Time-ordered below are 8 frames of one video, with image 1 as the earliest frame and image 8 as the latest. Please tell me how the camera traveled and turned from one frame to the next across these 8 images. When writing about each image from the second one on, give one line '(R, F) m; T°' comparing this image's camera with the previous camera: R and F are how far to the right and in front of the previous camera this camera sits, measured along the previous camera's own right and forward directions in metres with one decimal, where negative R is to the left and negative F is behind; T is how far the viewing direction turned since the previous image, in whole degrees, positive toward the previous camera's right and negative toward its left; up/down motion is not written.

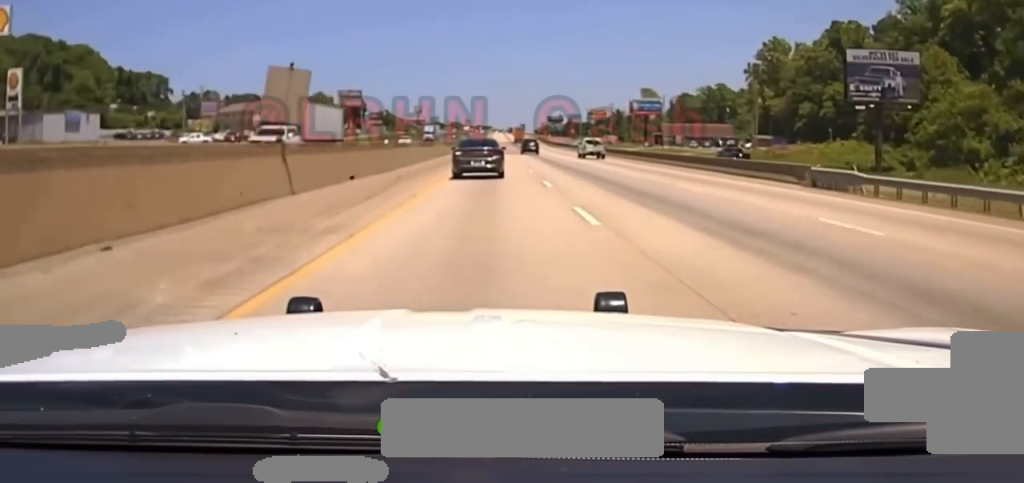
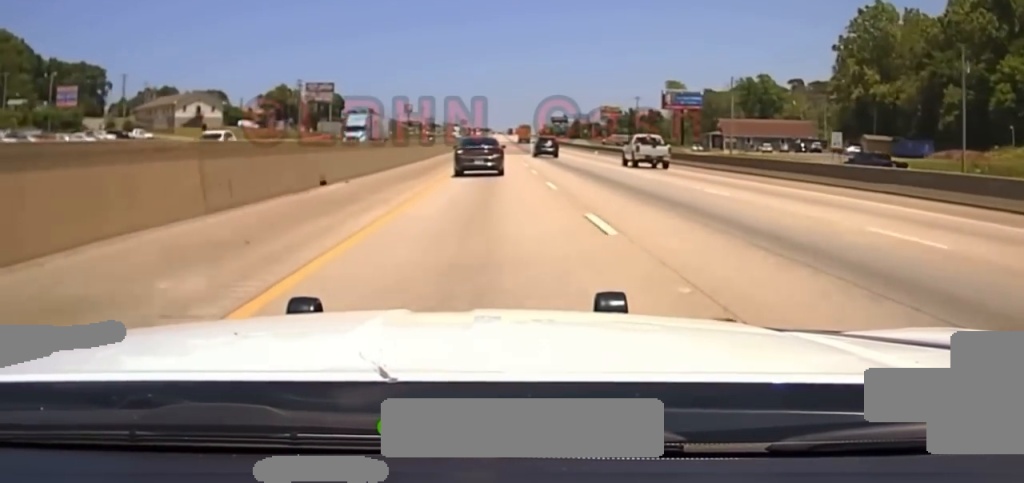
(-0.1, +57.1) m; 0°
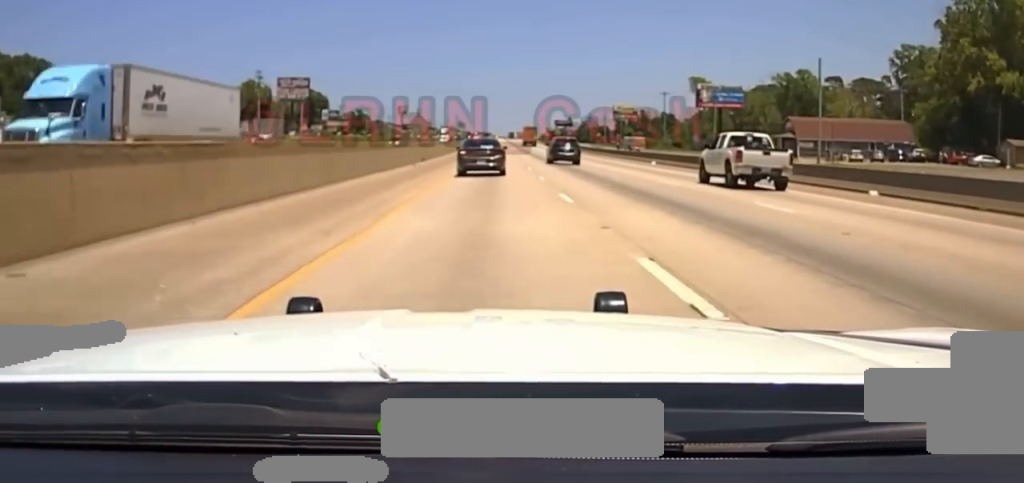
(0.0, +40.6) m; 0°
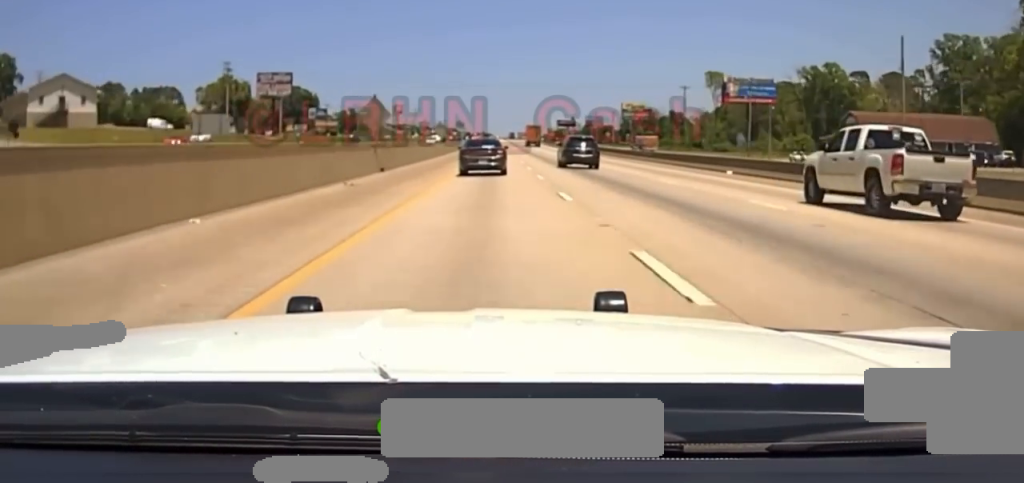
(0.0, +23.3) m; 0°
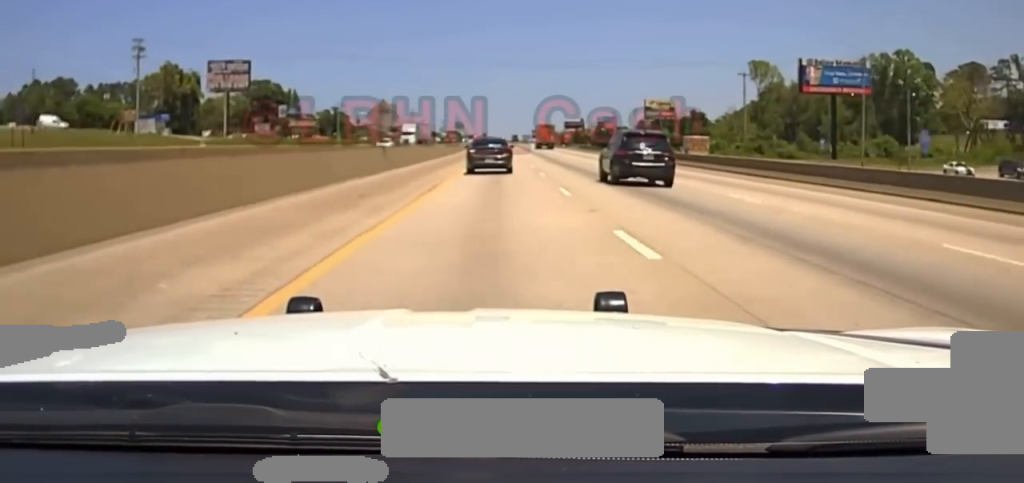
(+0.1, +47.4) m; 0°
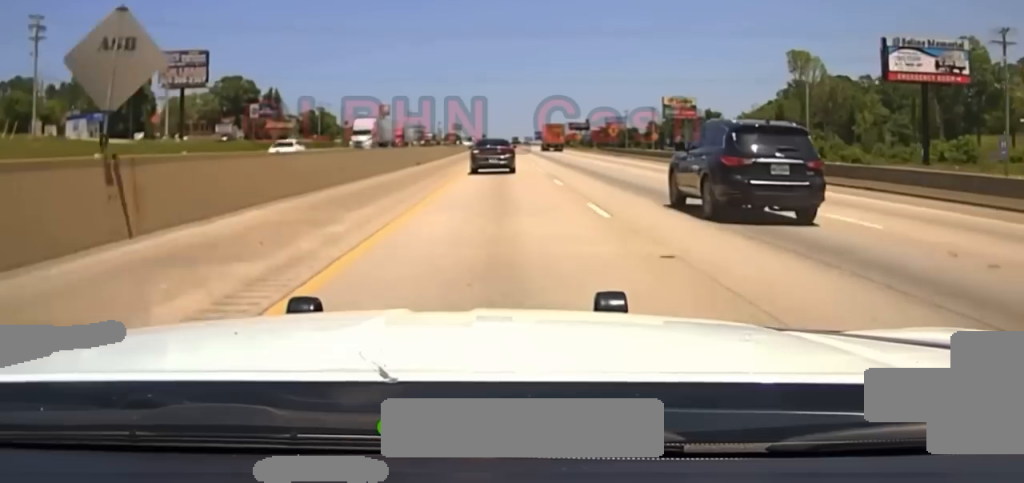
(-0.1, +33.4) m; 0°
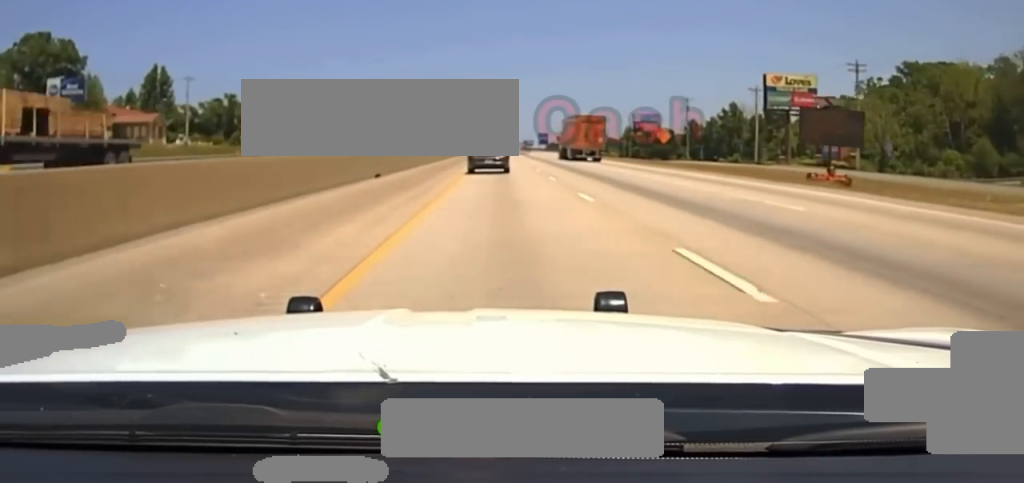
(-0.1, +115.9) m; 0°
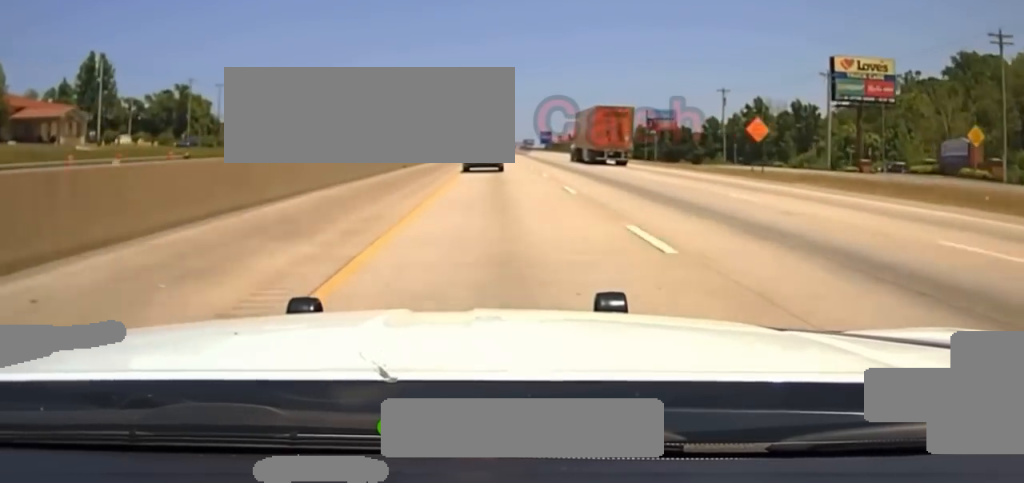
(0.0, +33.3) m; 0°
